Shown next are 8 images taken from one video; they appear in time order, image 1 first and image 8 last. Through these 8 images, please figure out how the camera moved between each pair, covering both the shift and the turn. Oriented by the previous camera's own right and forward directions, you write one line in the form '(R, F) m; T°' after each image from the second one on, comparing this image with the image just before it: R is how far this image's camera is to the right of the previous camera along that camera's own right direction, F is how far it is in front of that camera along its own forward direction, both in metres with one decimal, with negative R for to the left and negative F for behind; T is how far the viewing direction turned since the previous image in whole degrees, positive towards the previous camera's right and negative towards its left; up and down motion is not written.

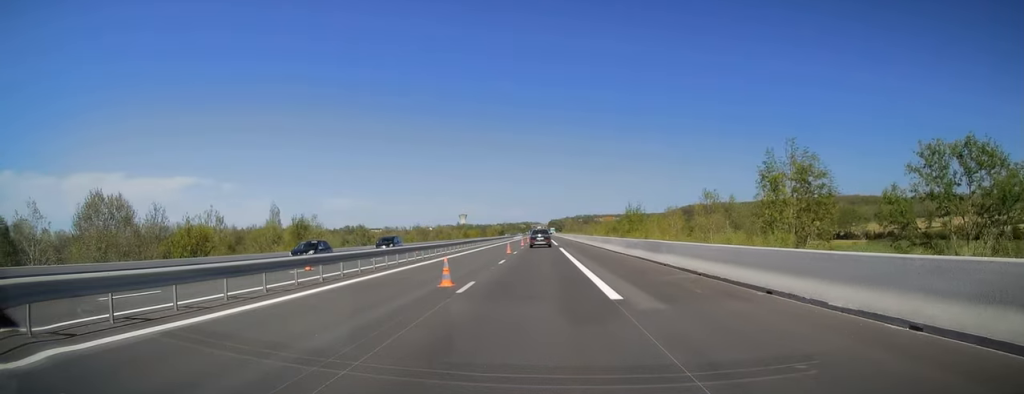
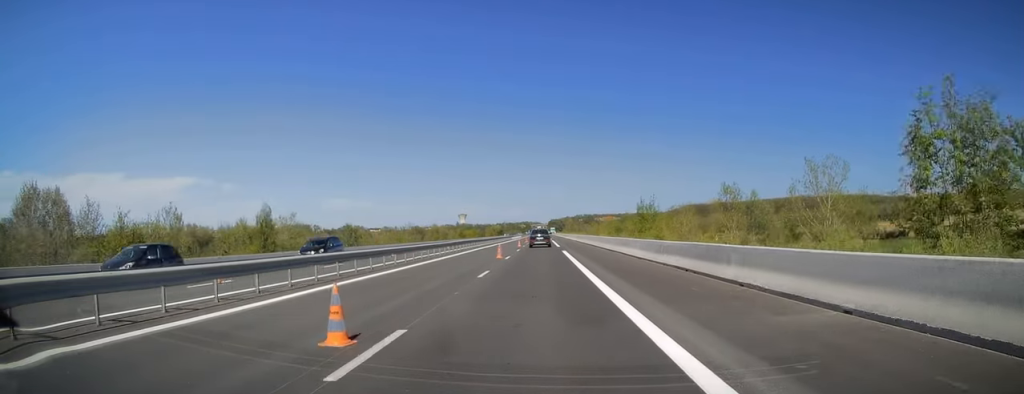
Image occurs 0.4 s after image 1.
(+0.1, +8.4) m; +1°
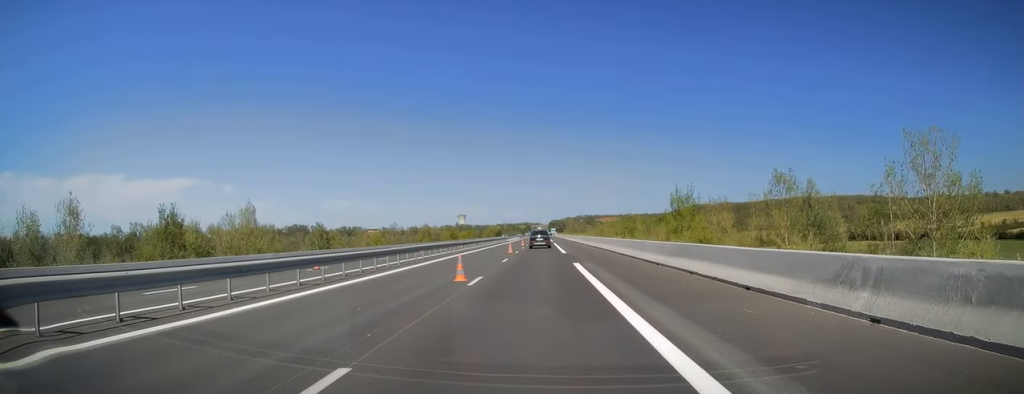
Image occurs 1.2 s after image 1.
(+0.1, +15.3) m; 0°
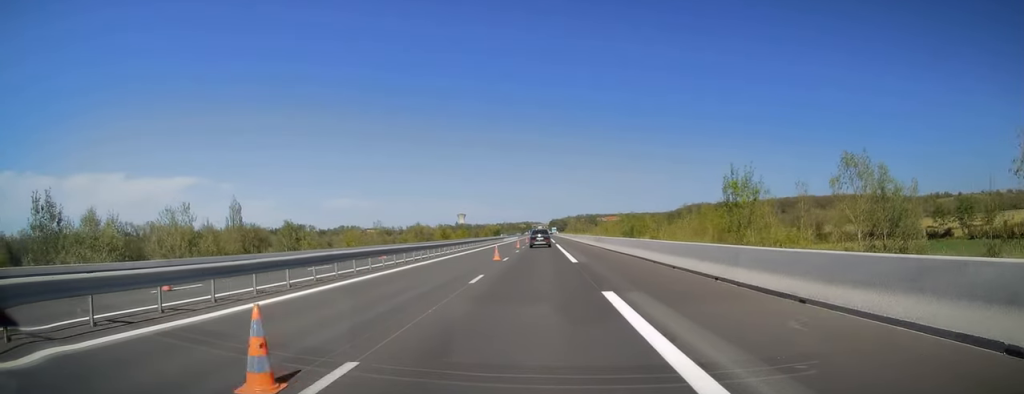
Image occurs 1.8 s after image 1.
(0.0, +12.7) m; 0°
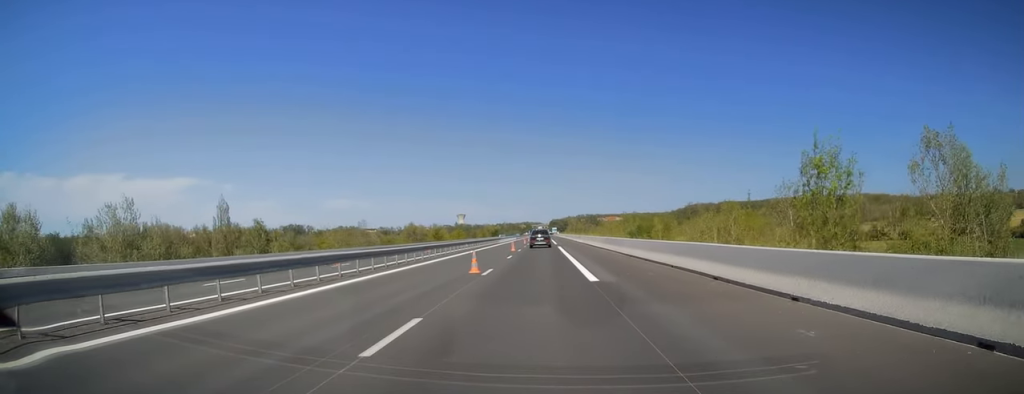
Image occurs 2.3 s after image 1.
(0.0, +9.7) m; -1°
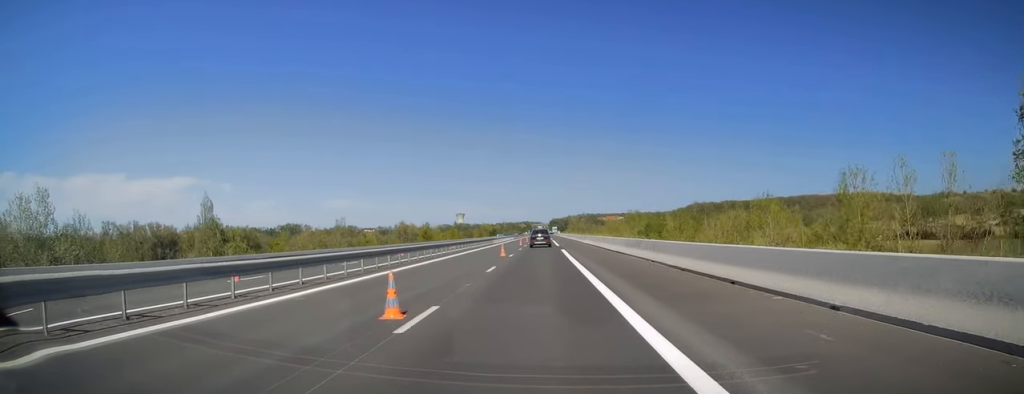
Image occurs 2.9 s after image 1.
(0.0, +11.4) m; 0°
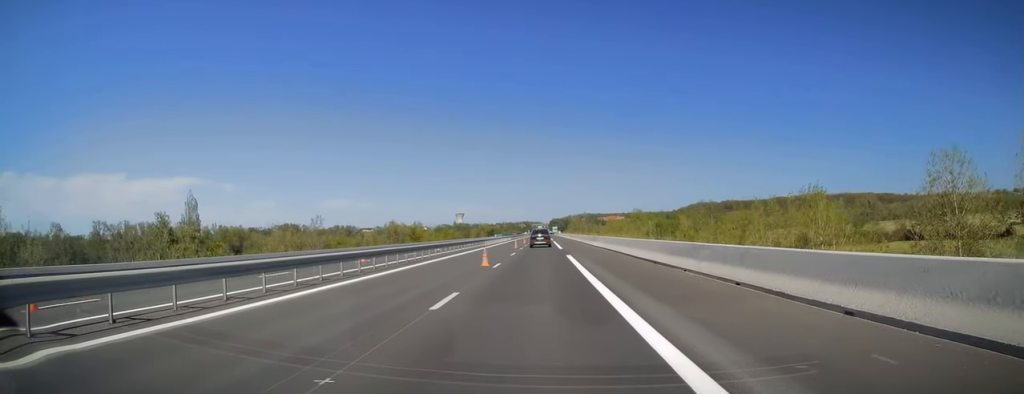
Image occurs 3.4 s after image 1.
(-0.2, +10.3) m; 0°
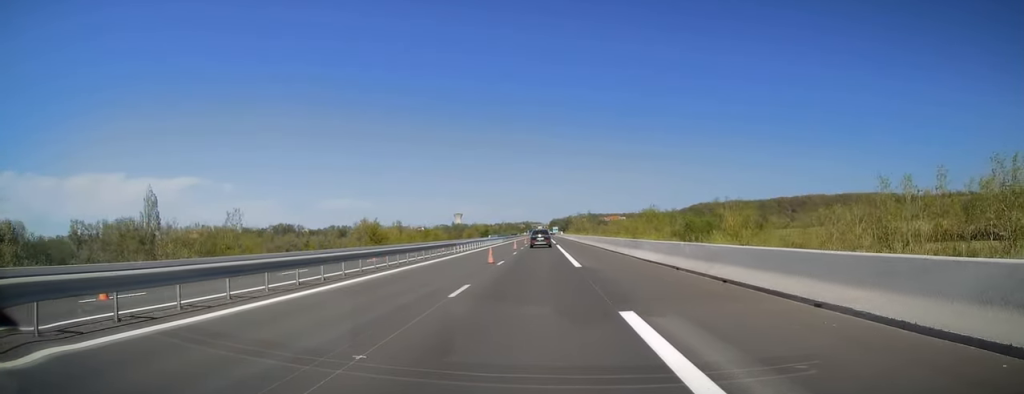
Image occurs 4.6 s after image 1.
(+0.3, +23.7) m; +1°
